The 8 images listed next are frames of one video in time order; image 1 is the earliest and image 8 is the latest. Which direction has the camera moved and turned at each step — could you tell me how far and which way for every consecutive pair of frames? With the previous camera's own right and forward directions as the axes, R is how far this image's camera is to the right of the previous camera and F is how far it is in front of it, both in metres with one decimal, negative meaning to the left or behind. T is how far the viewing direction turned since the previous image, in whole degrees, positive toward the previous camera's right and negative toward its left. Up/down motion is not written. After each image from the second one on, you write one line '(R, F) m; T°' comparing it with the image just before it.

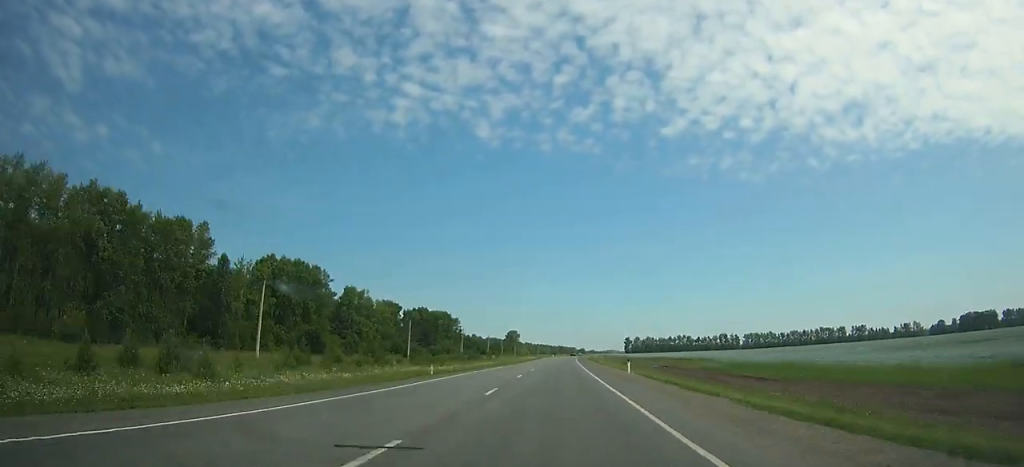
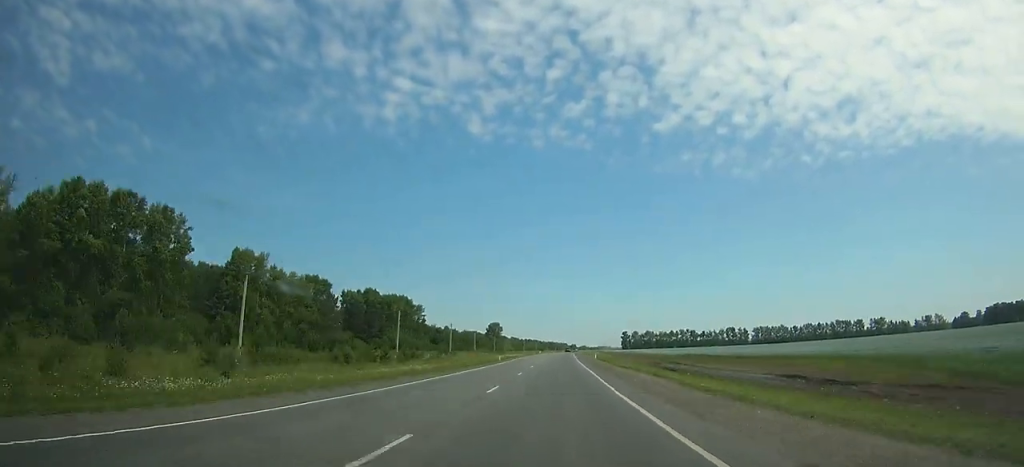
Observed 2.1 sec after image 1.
(+0.6, +59.6) m; +1°
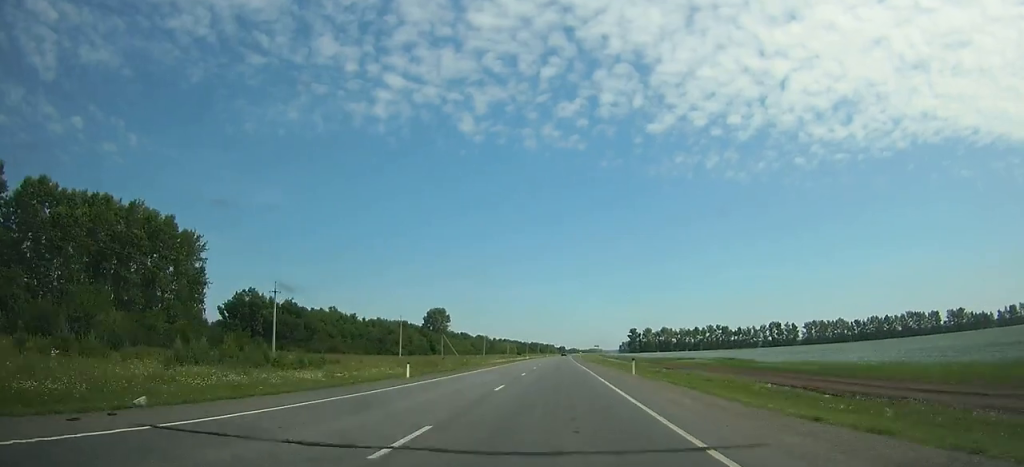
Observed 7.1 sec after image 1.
(+1.9, +143.3) m; +1°
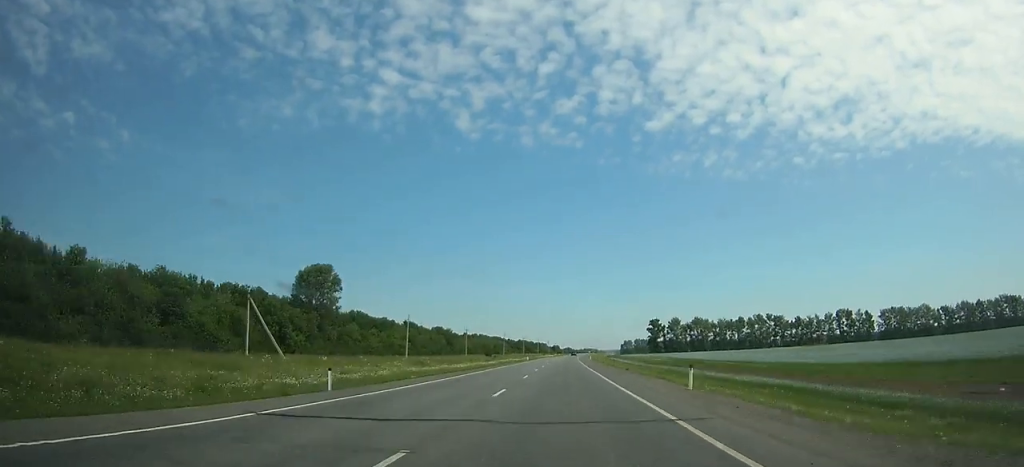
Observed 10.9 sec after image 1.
(+0.6, +110.2) m; +1°
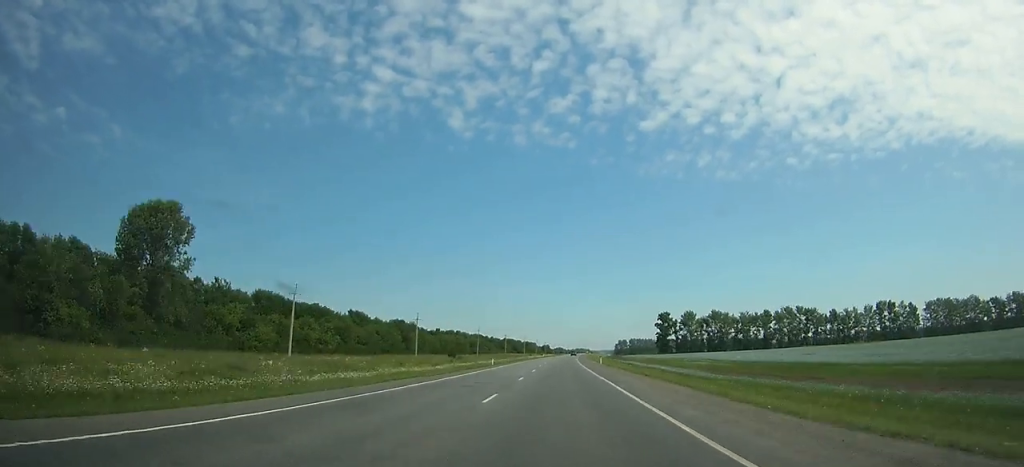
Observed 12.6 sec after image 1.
(+0.1, +49.5) m; +1°
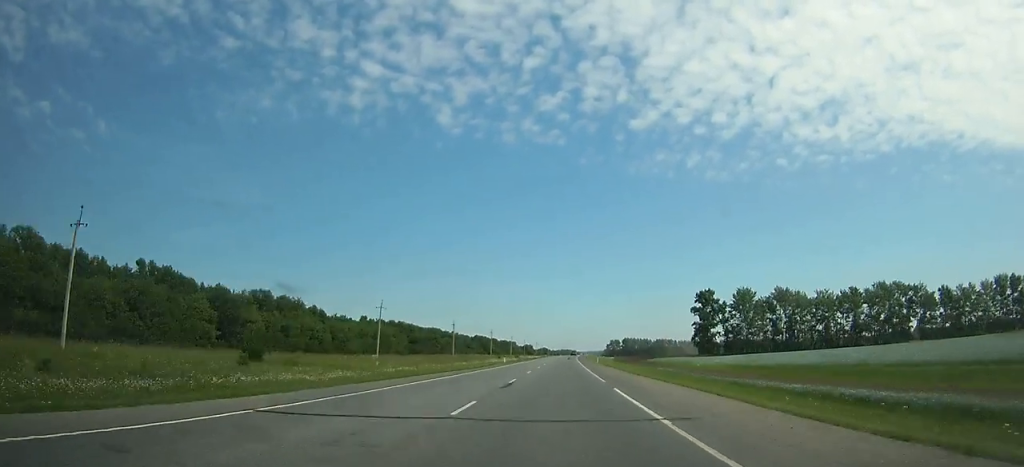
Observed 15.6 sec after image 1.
(+1.1, +87.5) m; +1°
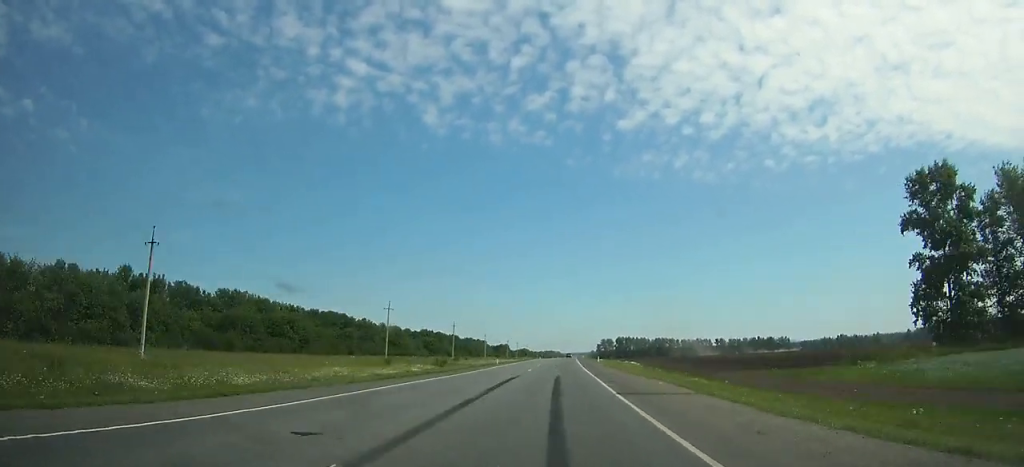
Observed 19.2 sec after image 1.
(+1.5, +105.1) m; +1°
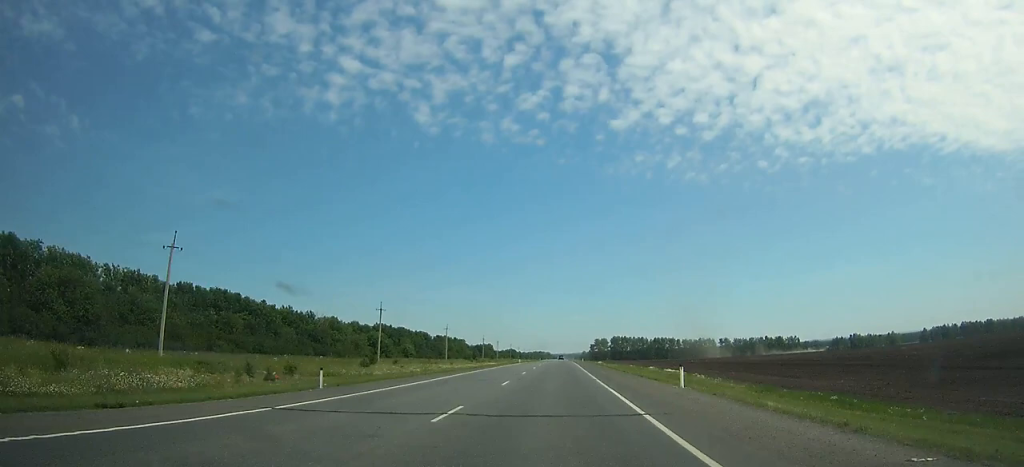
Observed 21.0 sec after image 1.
(+0.2, +52.6) m; +1°
